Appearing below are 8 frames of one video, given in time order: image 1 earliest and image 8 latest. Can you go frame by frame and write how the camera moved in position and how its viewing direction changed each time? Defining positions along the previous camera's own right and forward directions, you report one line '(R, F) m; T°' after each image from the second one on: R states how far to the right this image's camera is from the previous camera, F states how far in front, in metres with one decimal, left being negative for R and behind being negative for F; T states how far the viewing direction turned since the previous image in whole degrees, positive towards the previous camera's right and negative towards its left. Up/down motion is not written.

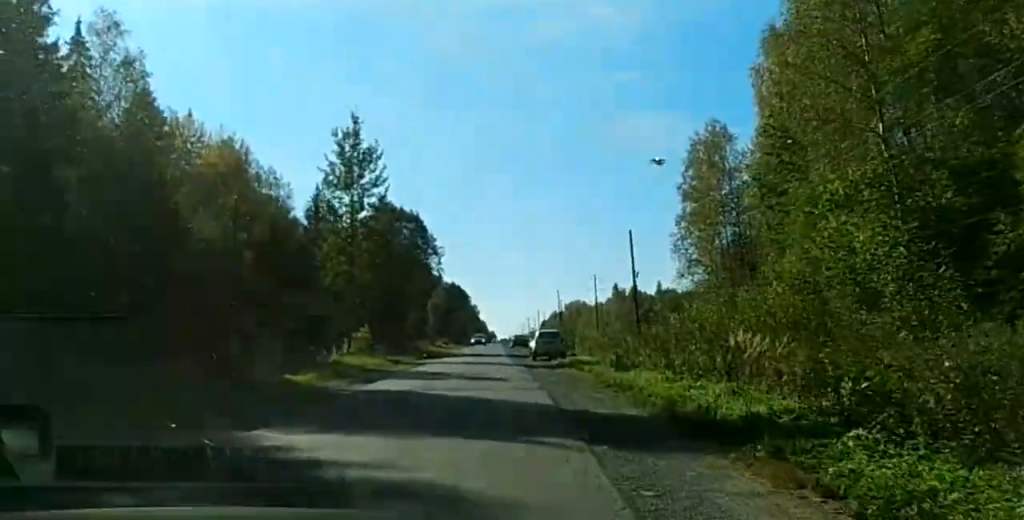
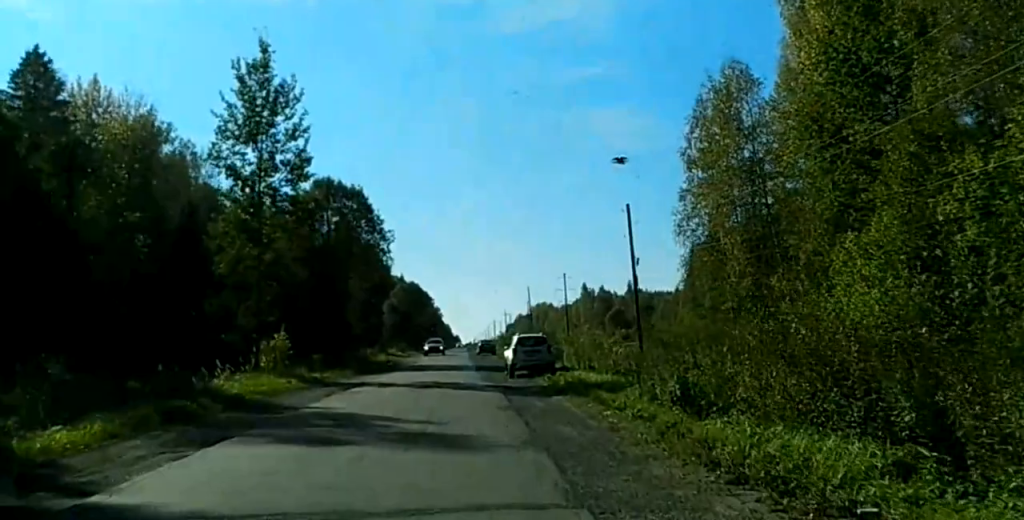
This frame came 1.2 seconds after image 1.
(-0.6, +14.8) m; -4°
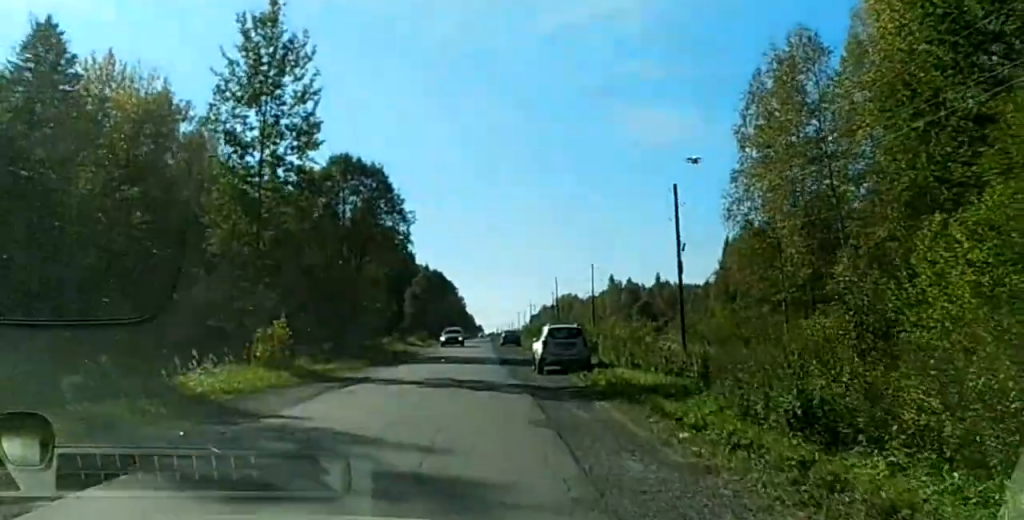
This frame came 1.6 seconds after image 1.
(0.0, +5.1) m; -1°
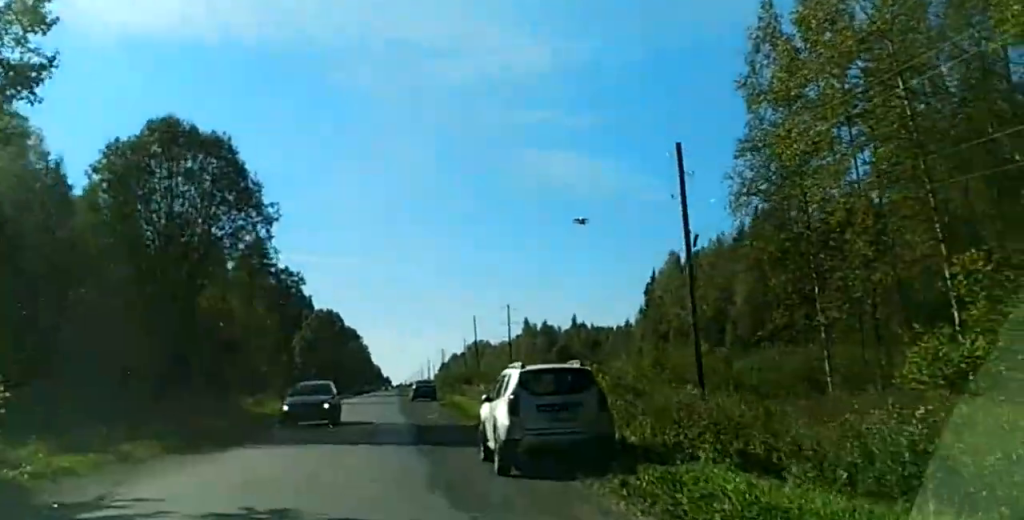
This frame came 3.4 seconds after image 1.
(-0.8, +18.2) m; -3°
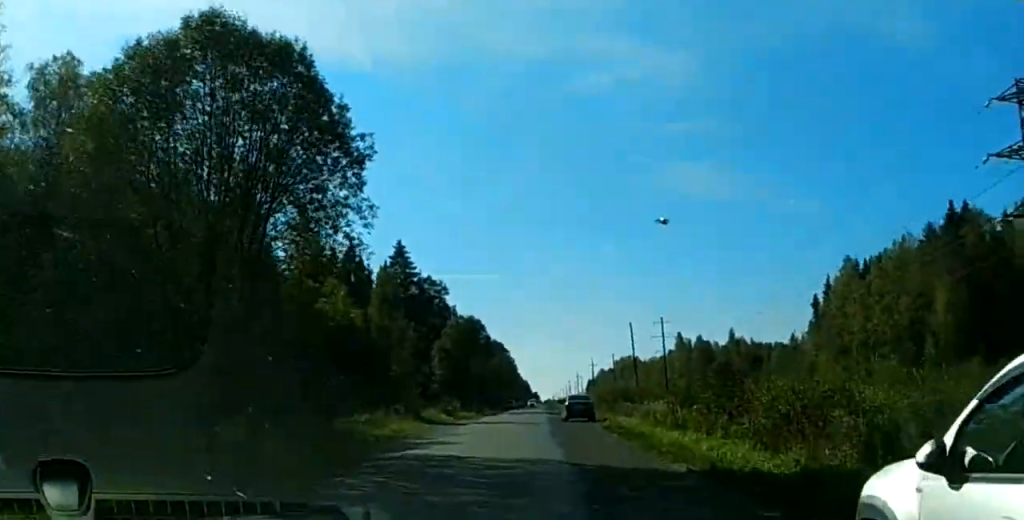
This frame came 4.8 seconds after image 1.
(+0.4, +13.2) m; 0°
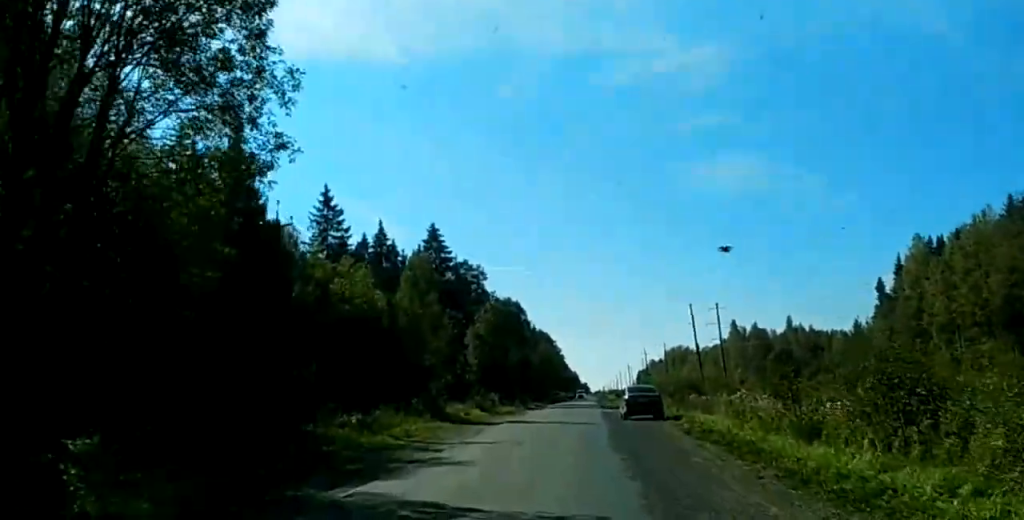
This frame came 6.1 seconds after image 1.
(-0.1, +11.2) m; +1°
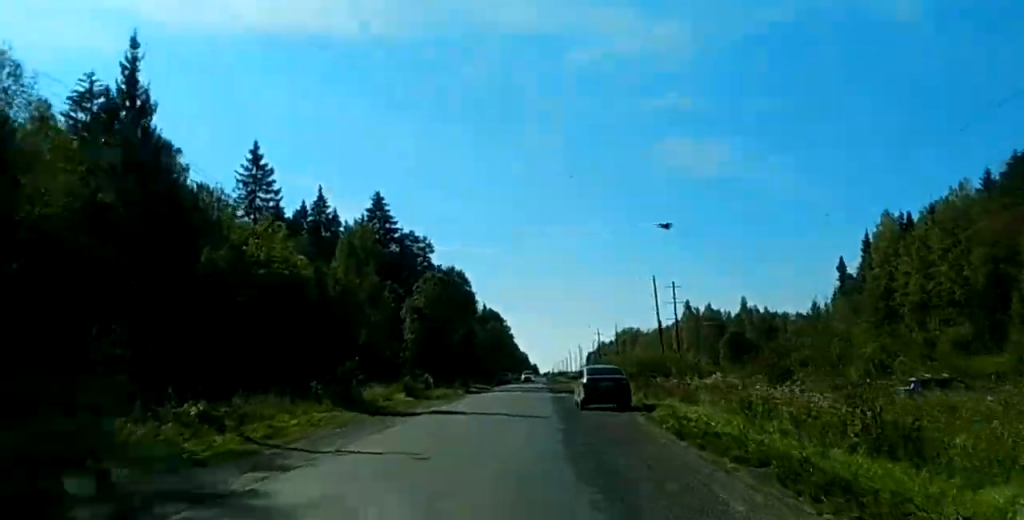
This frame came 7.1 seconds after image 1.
(+0.2, +9.0) m; 0°
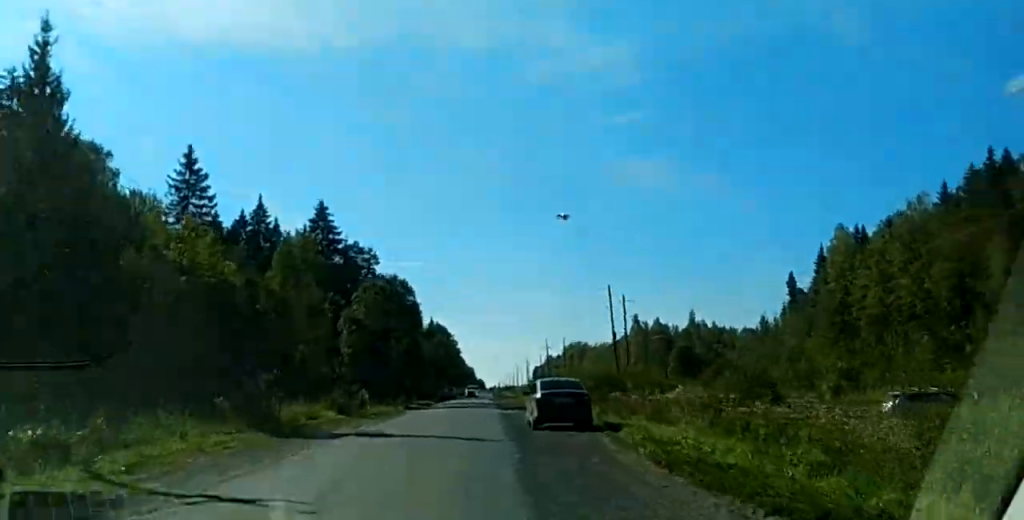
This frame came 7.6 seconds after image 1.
(0.0, +4.9) m; 0°
